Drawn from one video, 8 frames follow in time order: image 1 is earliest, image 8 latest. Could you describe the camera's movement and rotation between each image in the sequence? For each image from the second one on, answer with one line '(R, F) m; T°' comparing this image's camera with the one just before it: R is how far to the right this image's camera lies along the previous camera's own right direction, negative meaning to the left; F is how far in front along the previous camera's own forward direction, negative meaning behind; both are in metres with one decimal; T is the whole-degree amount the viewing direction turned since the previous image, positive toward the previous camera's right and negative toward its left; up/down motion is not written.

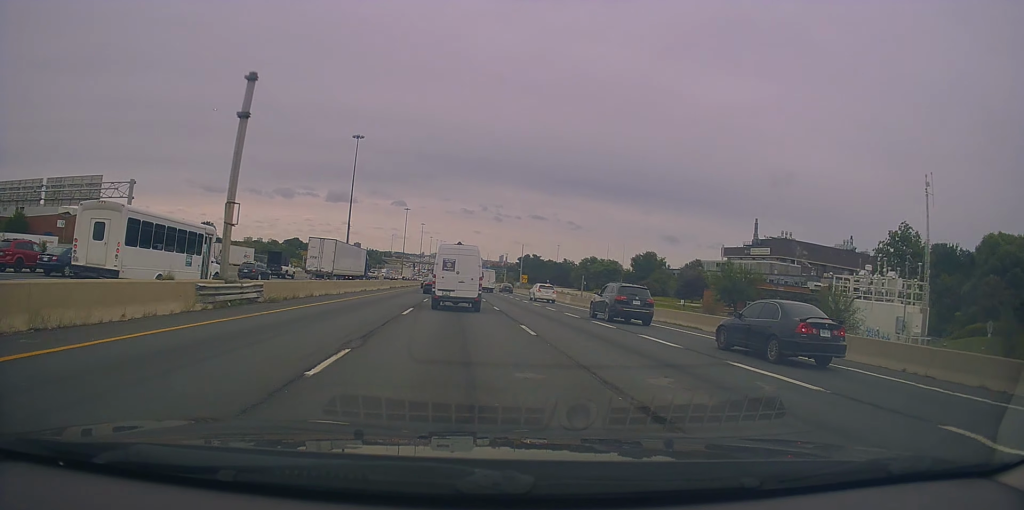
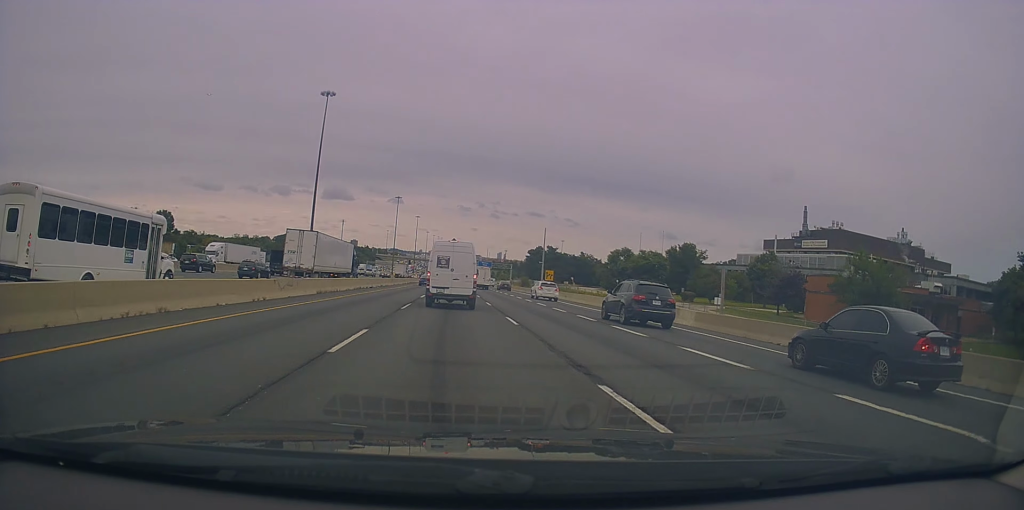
(0.0, +34.1) m; -1°
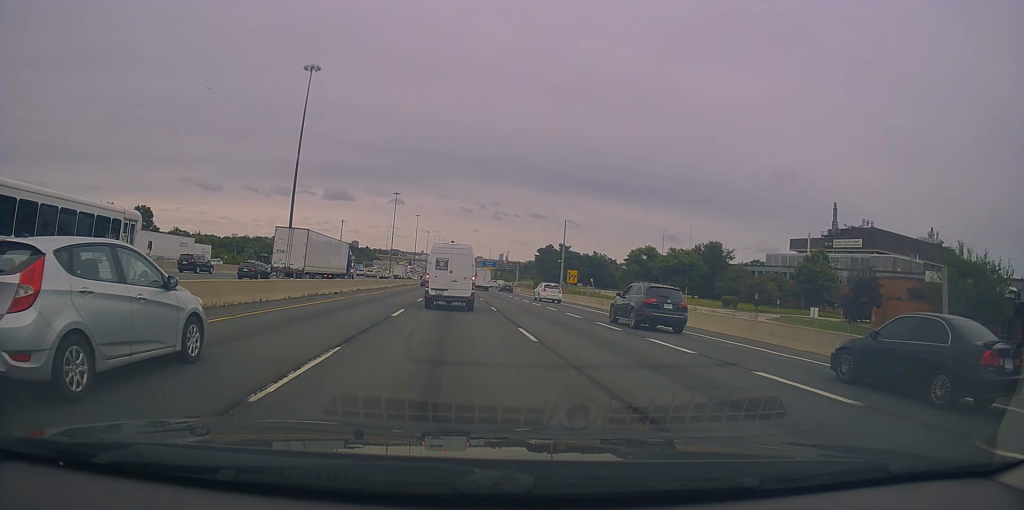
(-0.5, +15.5) m; +1°
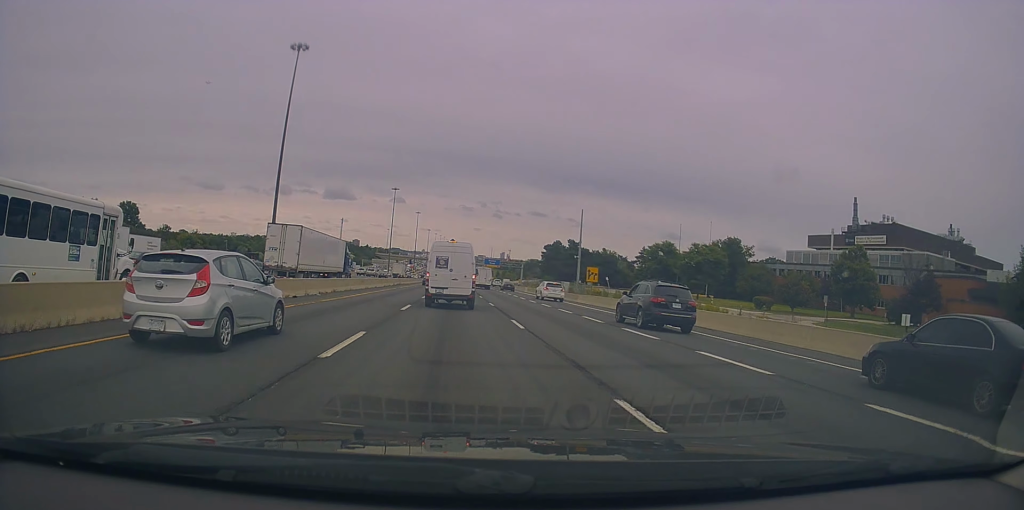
(+0.2, +9.5) m; +1°
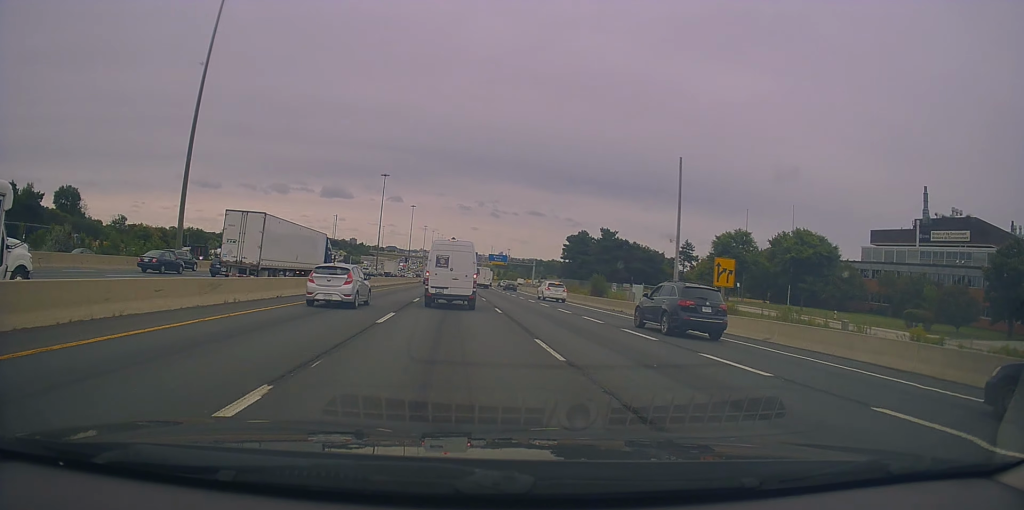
(+0.3, +29.9) m; -2°
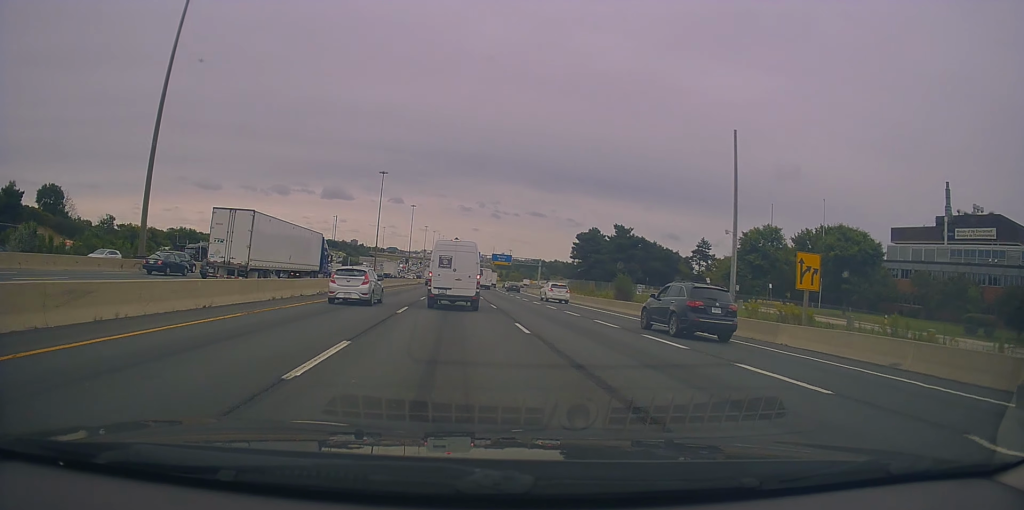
(-0.2, +7.8) m; 0°
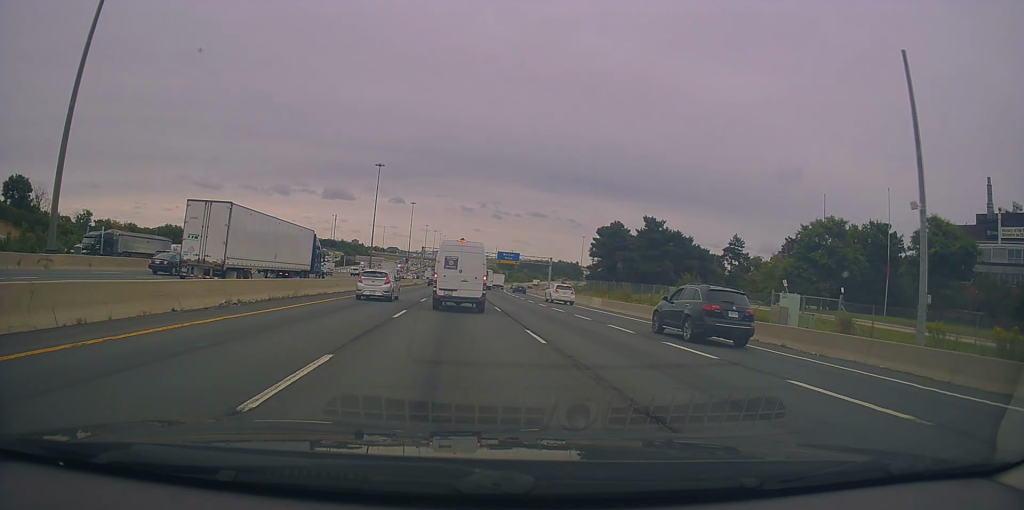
(-0.1, +13.8) m; +1°
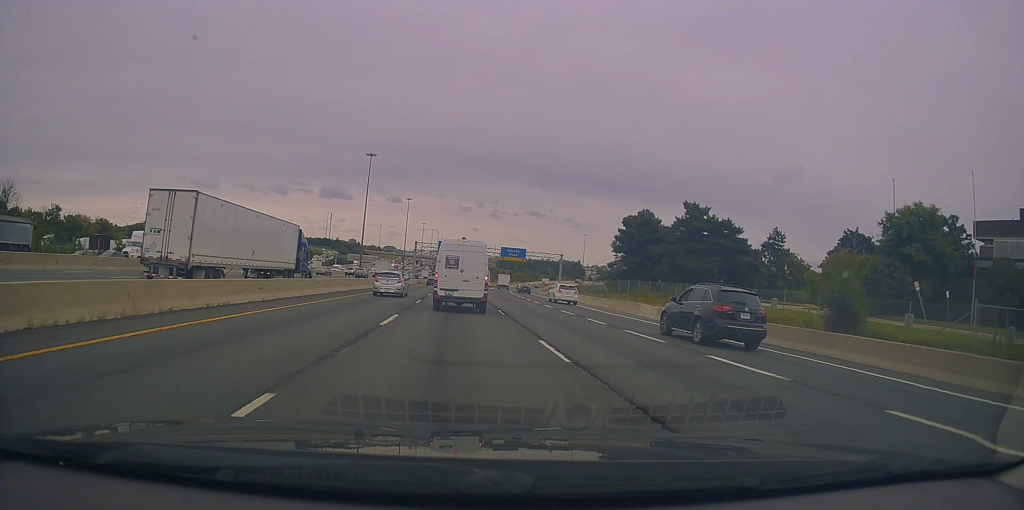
(+0.4, +14.8) m; +1°
